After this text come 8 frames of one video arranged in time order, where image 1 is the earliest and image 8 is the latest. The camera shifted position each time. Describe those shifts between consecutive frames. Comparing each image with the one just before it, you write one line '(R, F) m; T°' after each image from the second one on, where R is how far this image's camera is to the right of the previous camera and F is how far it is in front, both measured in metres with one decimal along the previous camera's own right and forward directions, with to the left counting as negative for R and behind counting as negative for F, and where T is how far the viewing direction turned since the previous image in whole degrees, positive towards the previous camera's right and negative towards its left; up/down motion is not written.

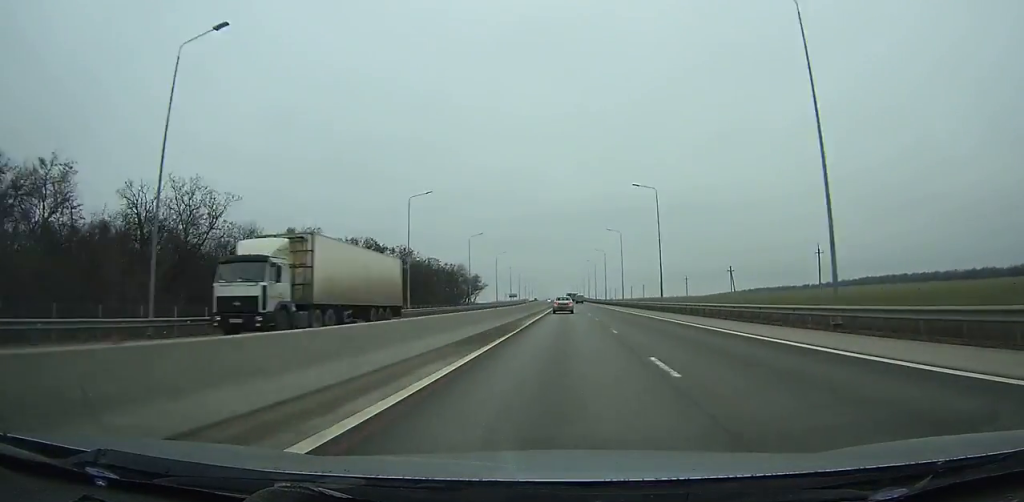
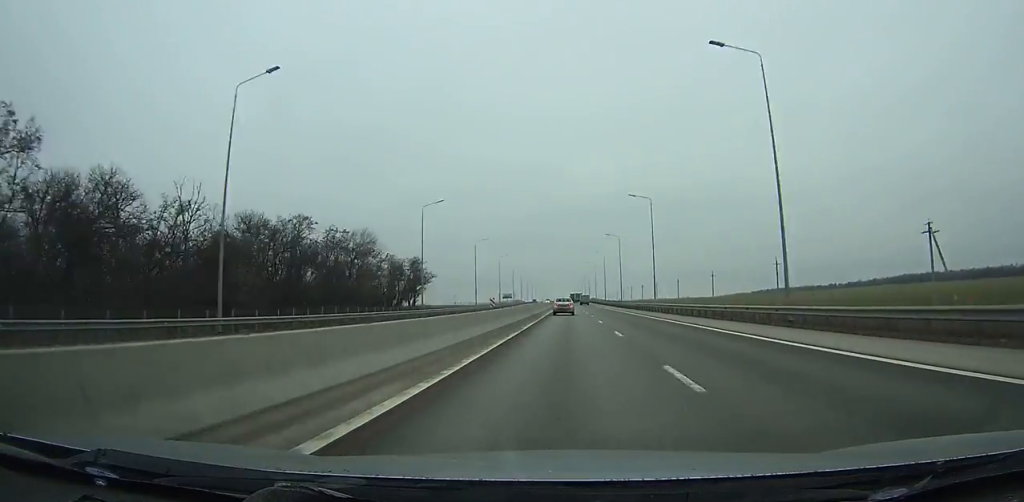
(0.0, +73.5) m; 0°
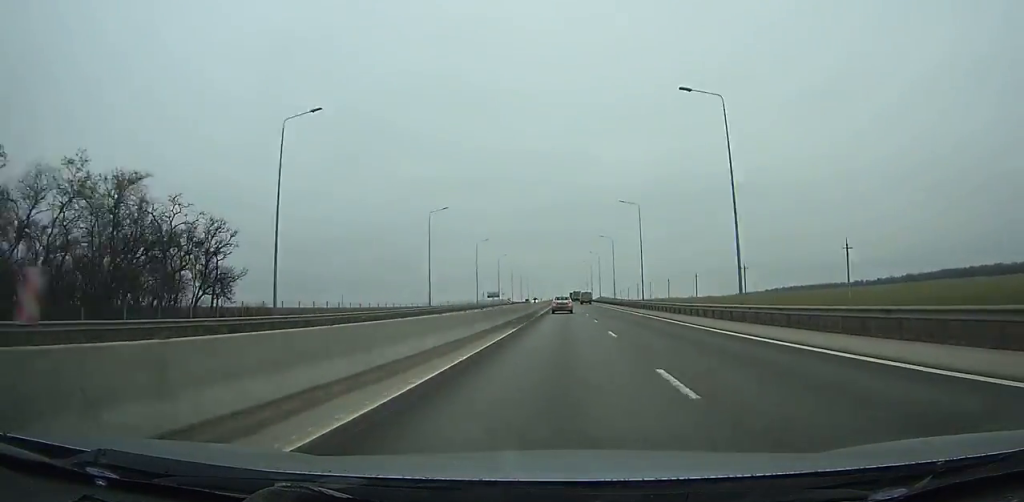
(0.0, +72.8) m; 0°
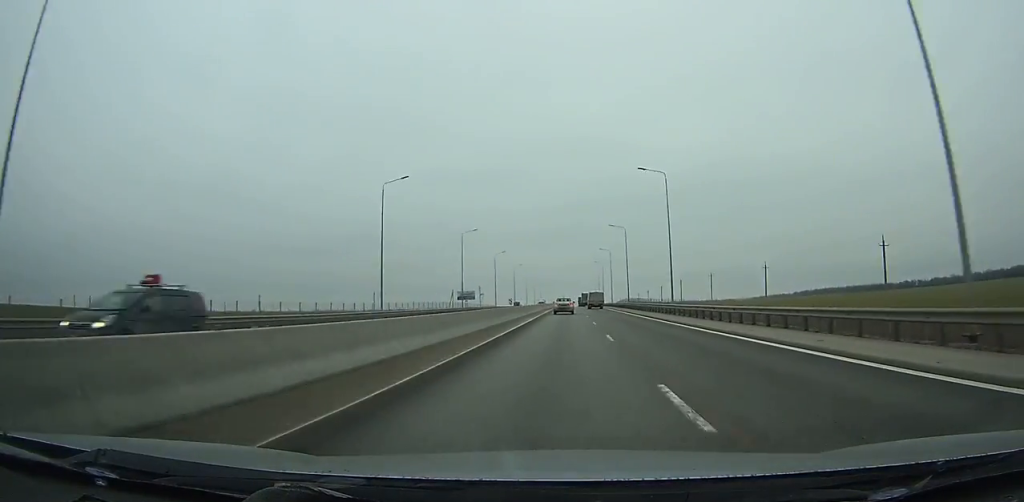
(-0.7, +98.1) m; -1°
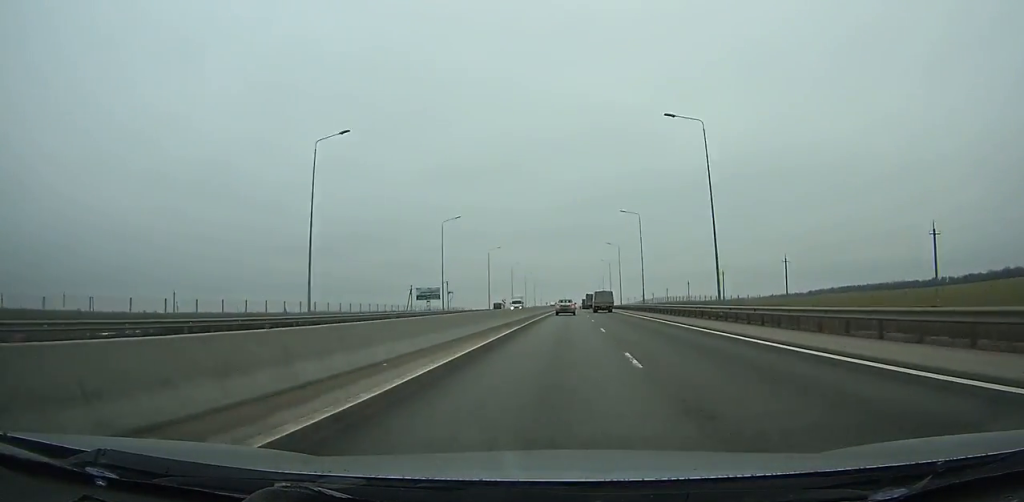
(-0.2, +55.1) m; 0°
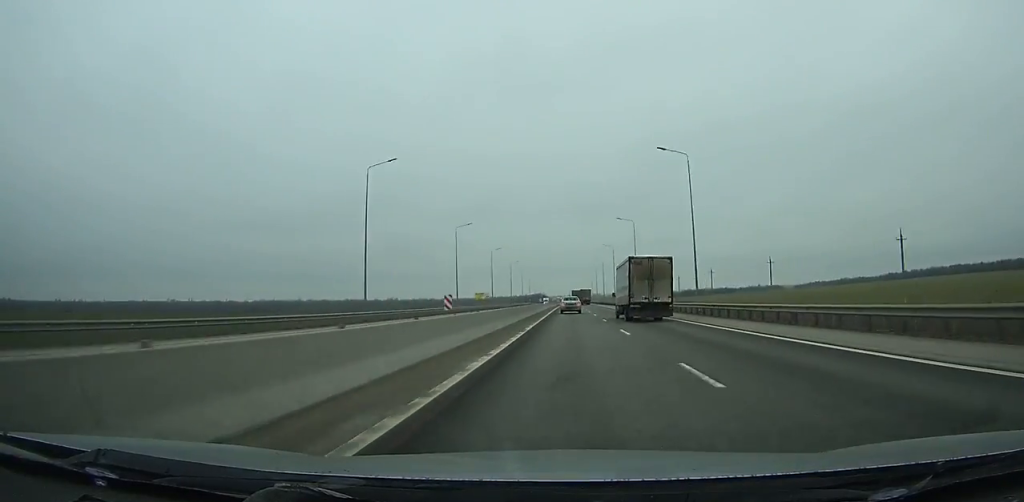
(+1.0, +264.1) m; +1°
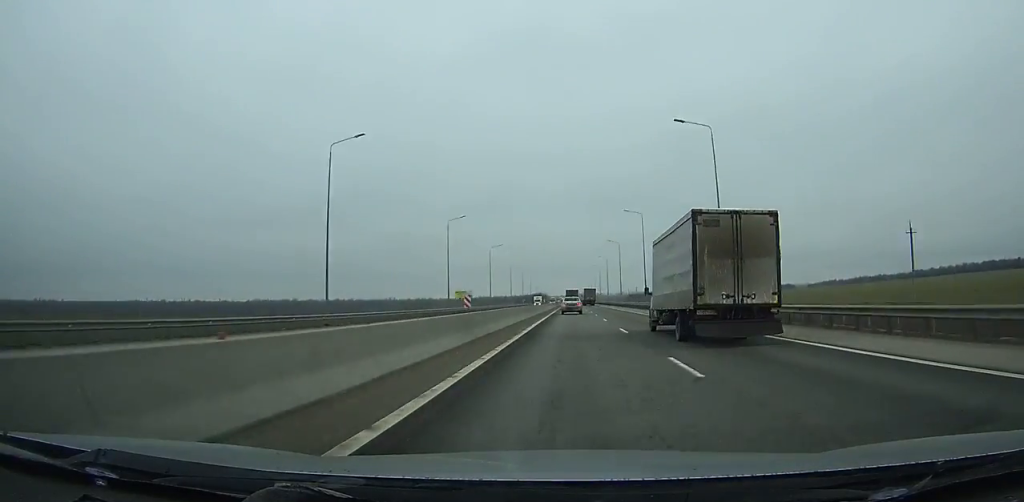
(0.0, +46.4) m; 0°
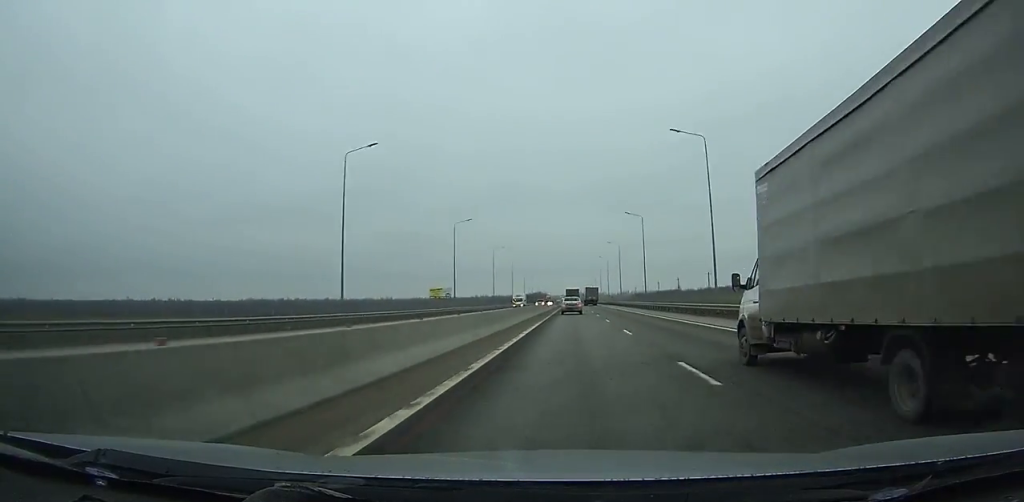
(0.0, +36.4) m; 0°
